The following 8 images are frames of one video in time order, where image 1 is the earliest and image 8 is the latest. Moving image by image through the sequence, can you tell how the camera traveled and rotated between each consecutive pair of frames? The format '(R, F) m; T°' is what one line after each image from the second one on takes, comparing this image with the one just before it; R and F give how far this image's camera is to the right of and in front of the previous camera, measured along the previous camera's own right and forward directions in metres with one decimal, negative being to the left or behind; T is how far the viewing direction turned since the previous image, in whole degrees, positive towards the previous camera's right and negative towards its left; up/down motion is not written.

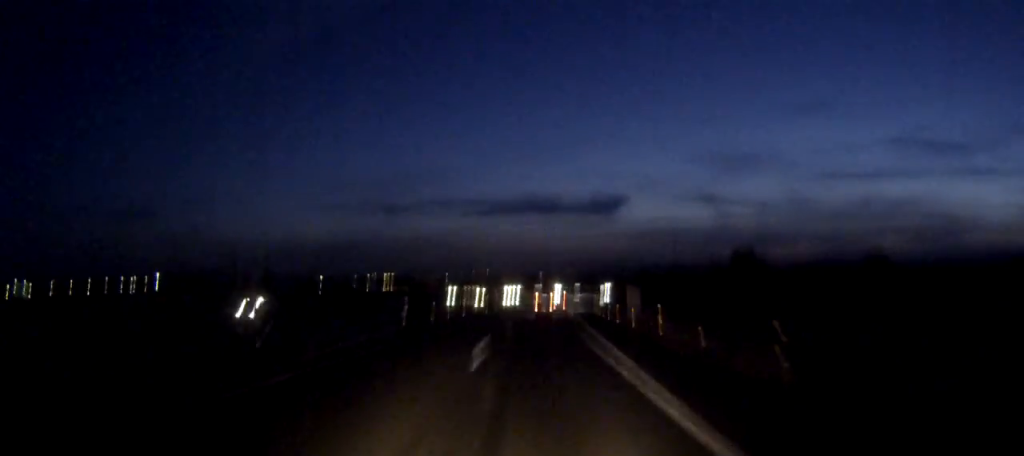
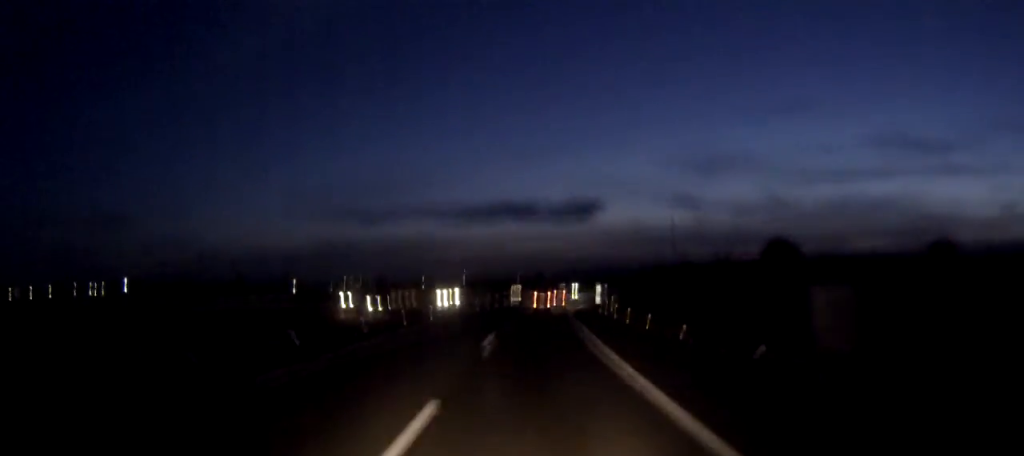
(+0.7, +29.9) m; +3°
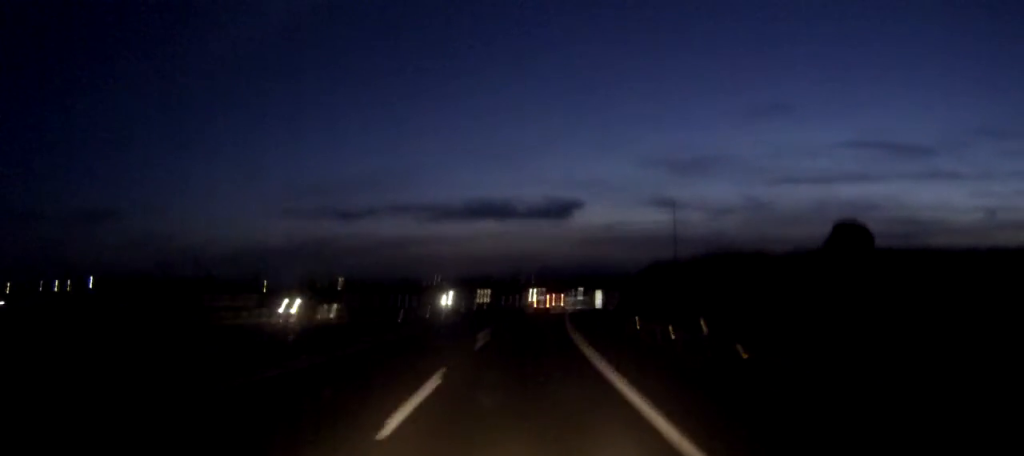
(+0.7, +30.9) m; +1°
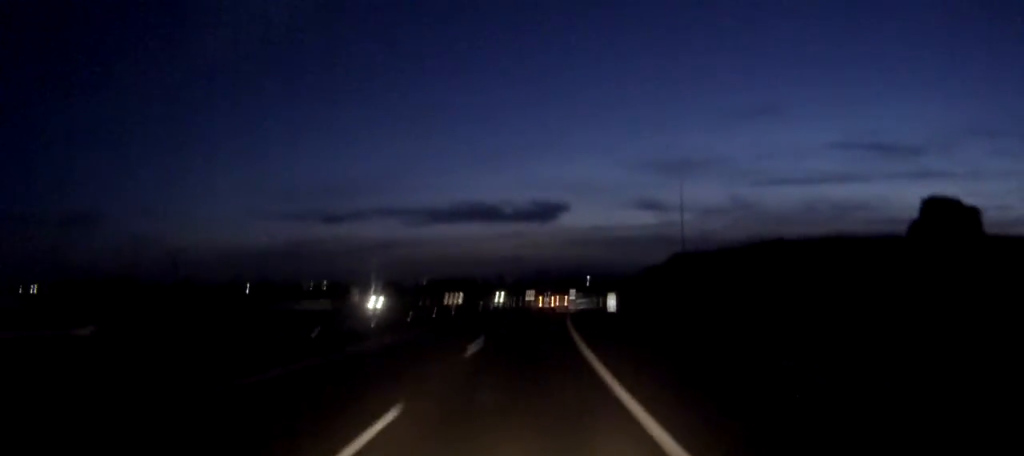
(-0.1, +21.5) m; +1°
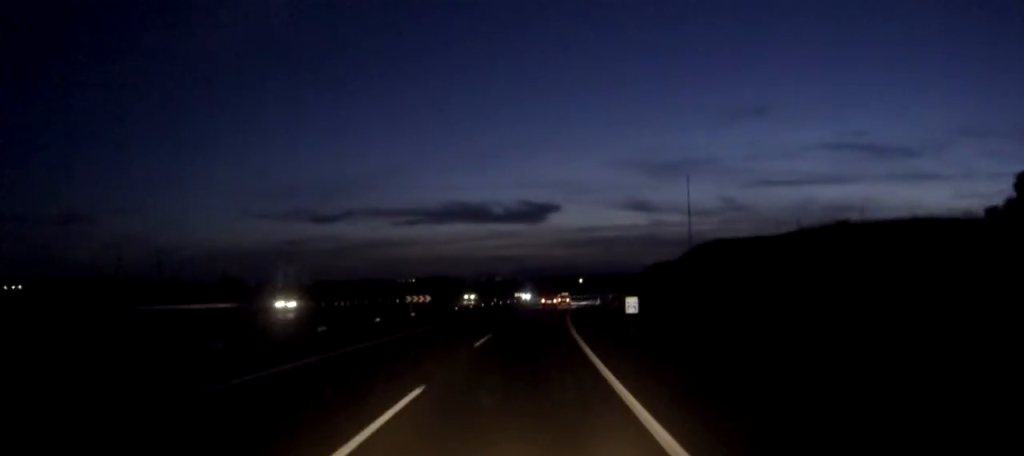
(+0.2, +15.0) m; +1°
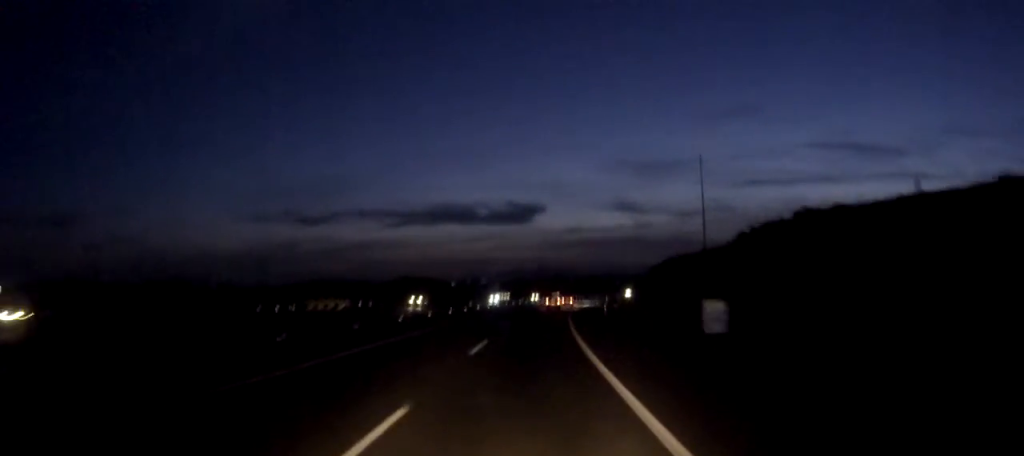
(+0.2, +19.7) m; +2°
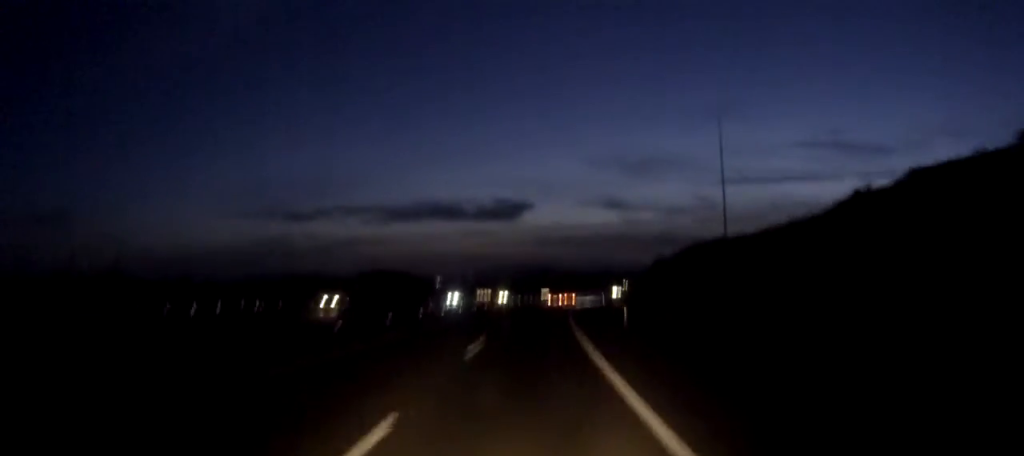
(+0.5, +18.7) m; +1°
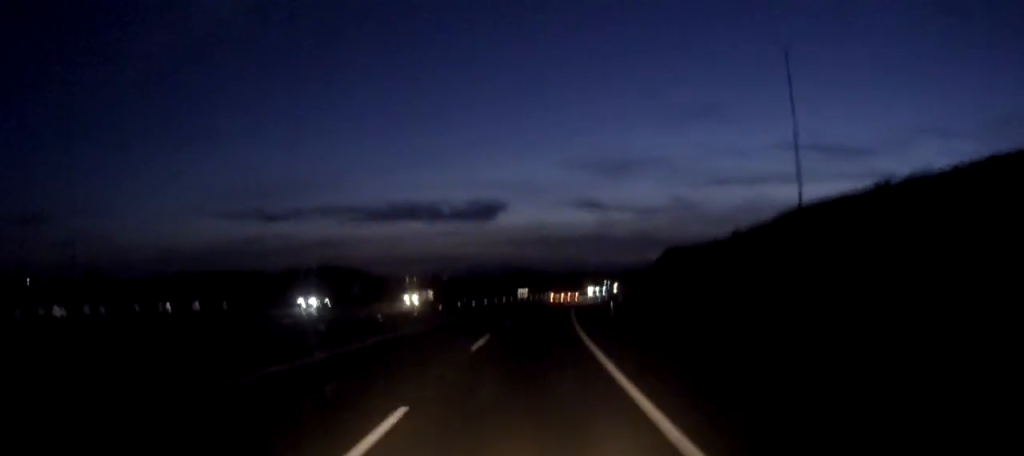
(+0.1, +33.8) m; 0°
